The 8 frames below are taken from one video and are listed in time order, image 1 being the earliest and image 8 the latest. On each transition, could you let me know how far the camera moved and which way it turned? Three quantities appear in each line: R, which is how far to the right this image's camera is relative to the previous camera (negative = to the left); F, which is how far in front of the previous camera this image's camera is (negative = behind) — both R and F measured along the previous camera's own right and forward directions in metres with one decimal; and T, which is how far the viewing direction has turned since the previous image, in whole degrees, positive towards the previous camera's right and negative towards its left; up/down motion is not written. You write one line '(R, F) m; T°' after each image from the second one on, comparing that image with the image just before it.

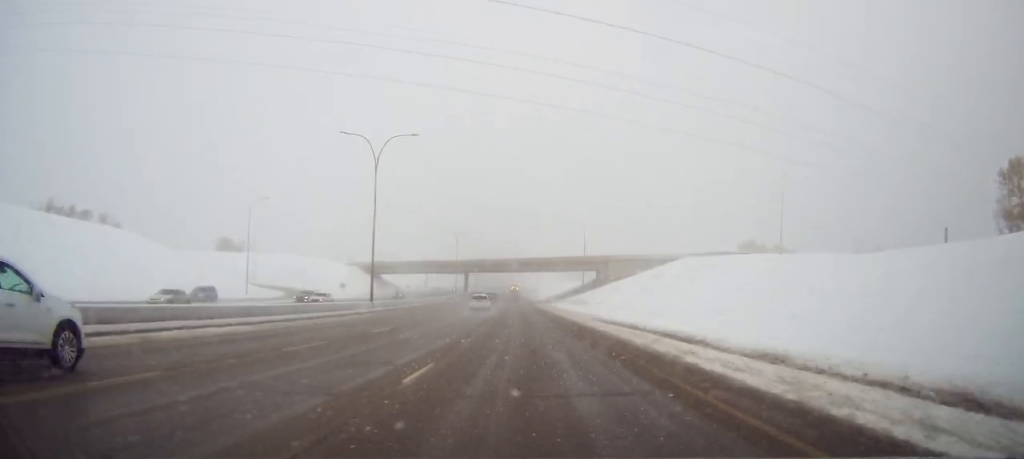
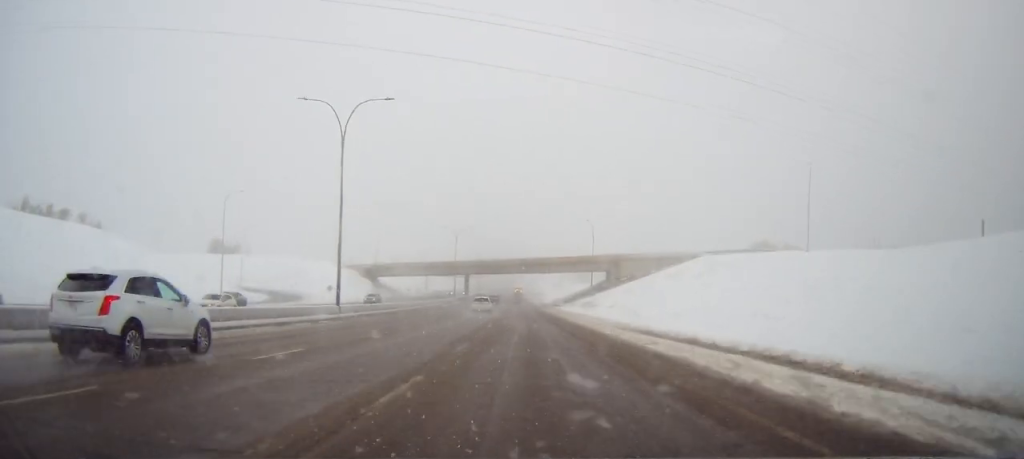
(+0.1, +11.1) m; 0°
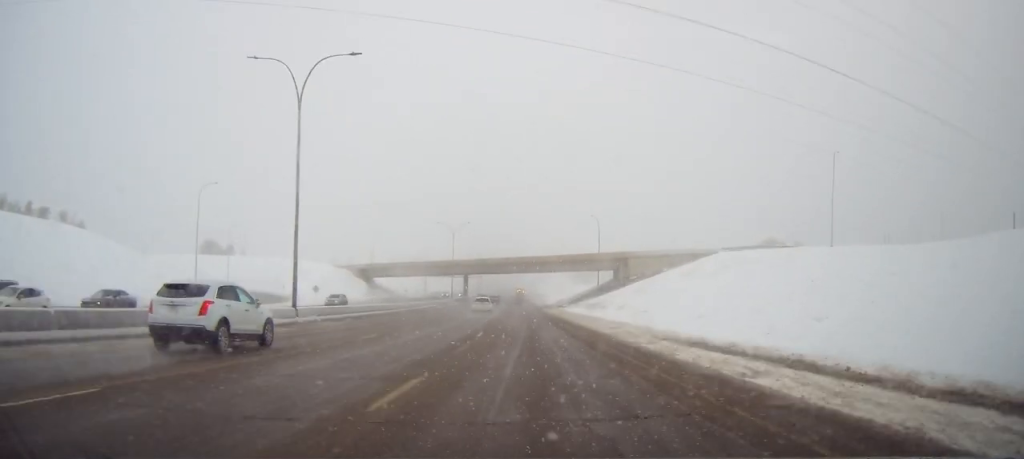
(+0.1, +9.0) m; 0°
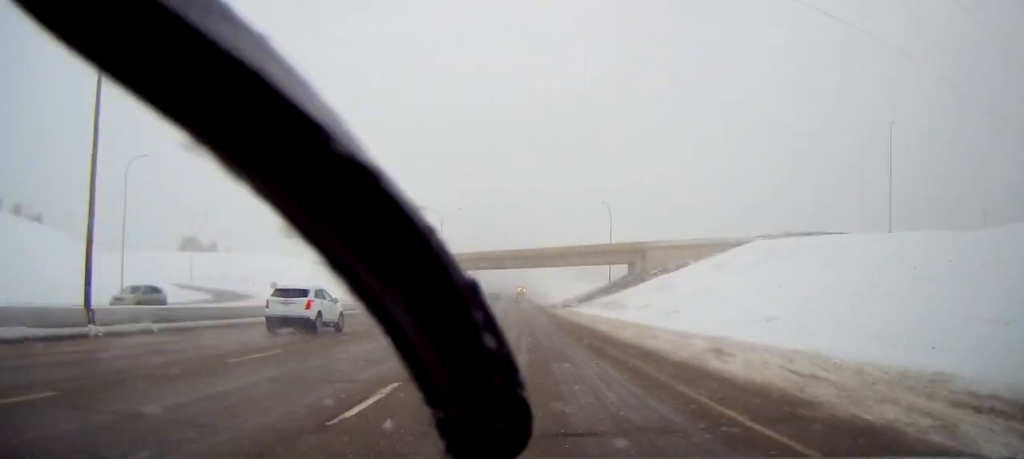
(-0.3, +18.7) m; 0°
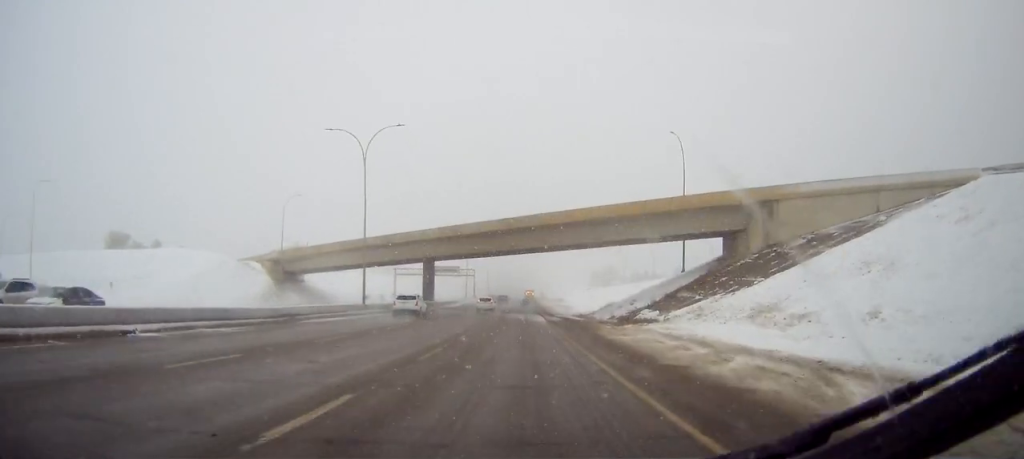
(-0.2, +54.8) m; -1°
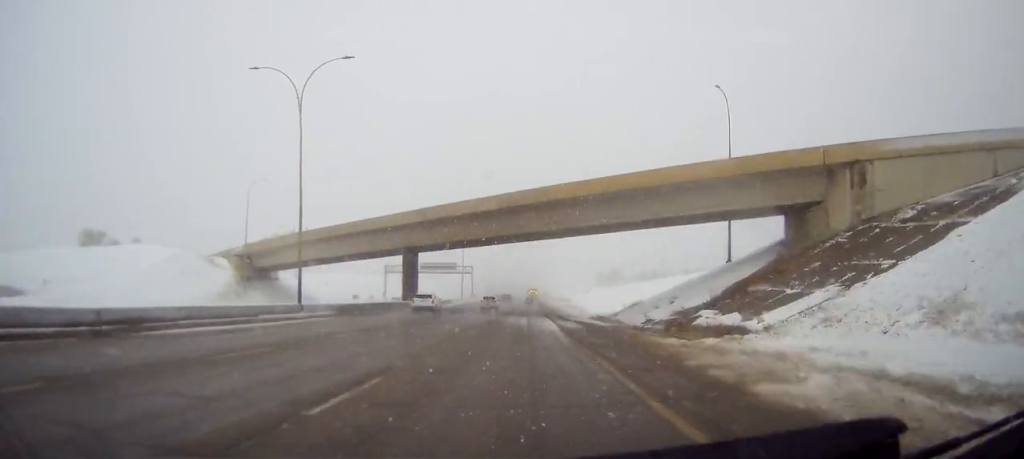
(0.0, +15.9) m; 0°
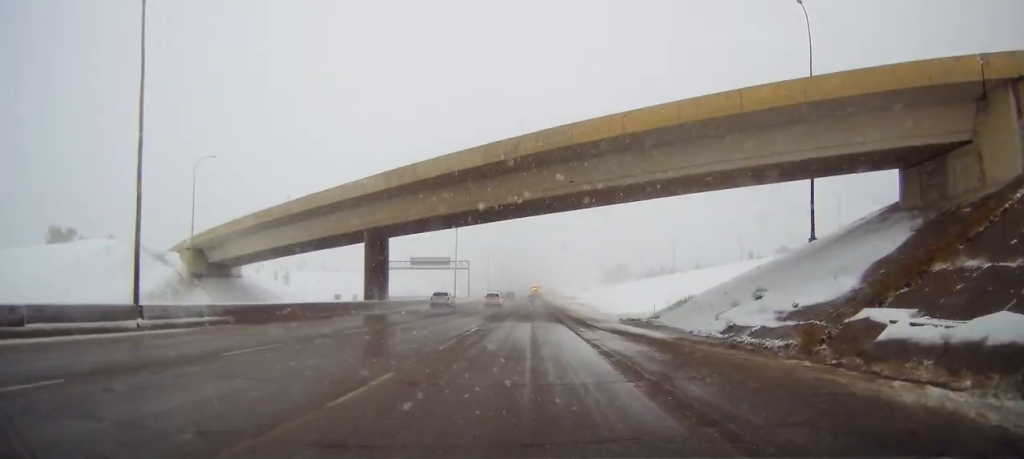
(0.0, +17.1) m; 0°
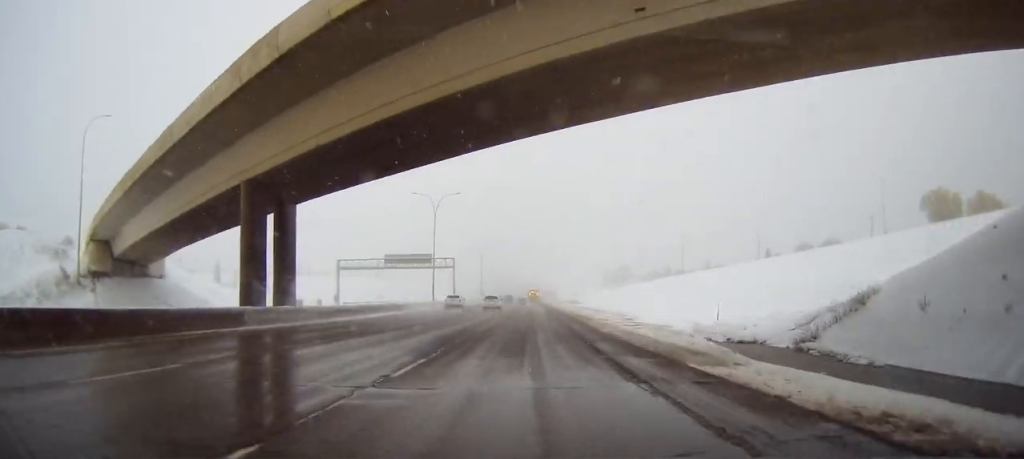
(0.0, +22.6) m; +1°
